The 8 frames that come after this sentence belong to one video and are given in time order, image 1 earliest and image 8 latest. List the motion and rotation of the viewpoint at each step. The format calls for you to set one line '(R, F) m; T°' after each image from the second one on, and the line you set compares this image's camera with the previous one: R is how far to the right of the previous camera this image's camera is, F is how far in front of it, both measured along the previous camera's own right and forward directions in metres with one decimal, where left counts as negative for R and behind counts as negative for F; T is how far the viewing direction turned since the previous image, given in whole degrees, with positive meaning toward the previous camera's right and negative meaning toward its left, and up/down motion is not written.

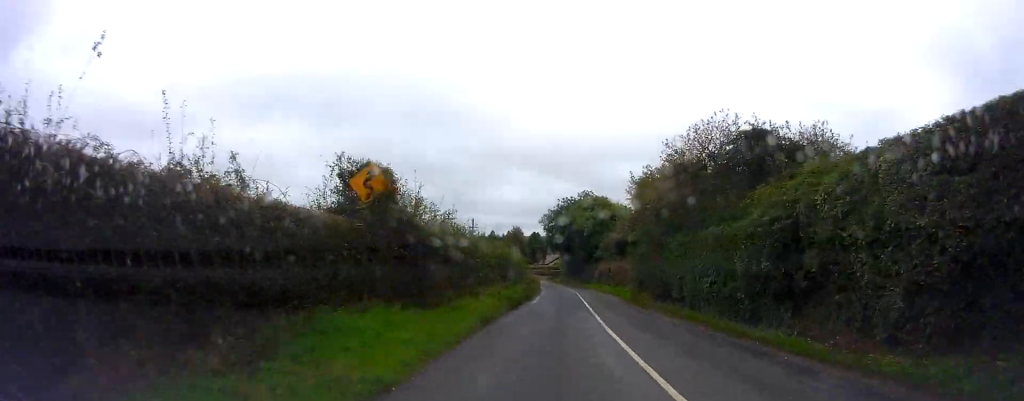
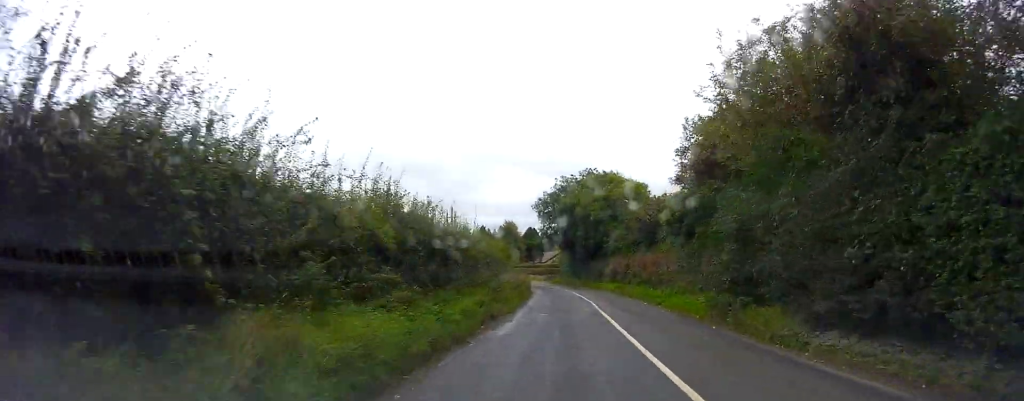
(0.0, +15.4) m; 0°
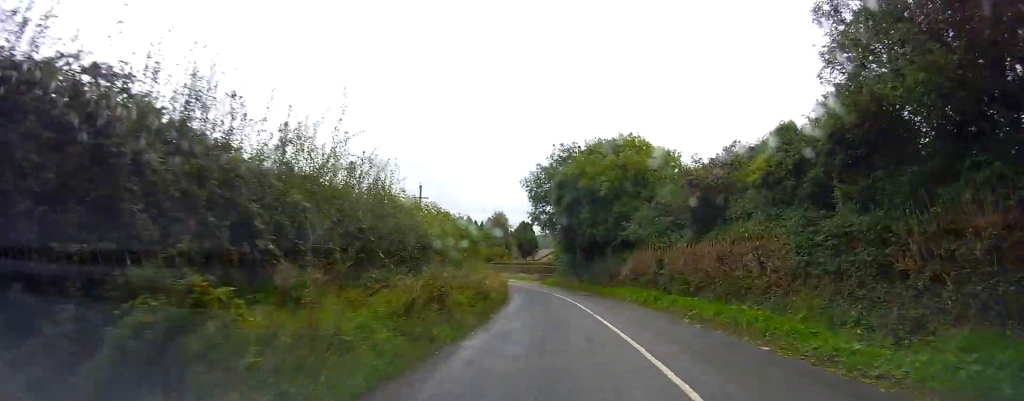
(0.0, +15.0) m; 0°
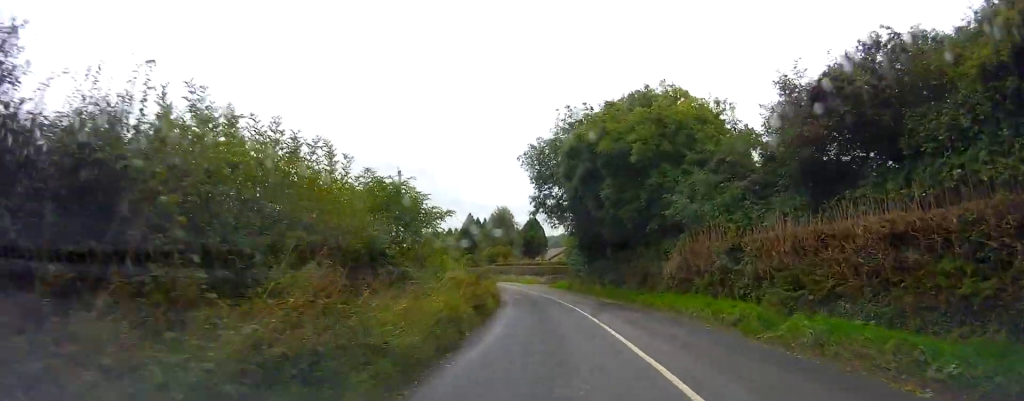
(0.0, +10.7) m; 0°
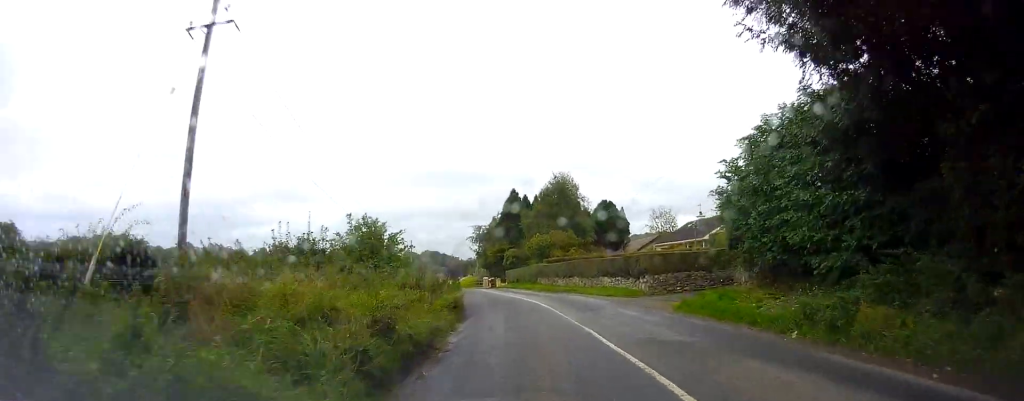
(-2.4, +33.8) m; -8°
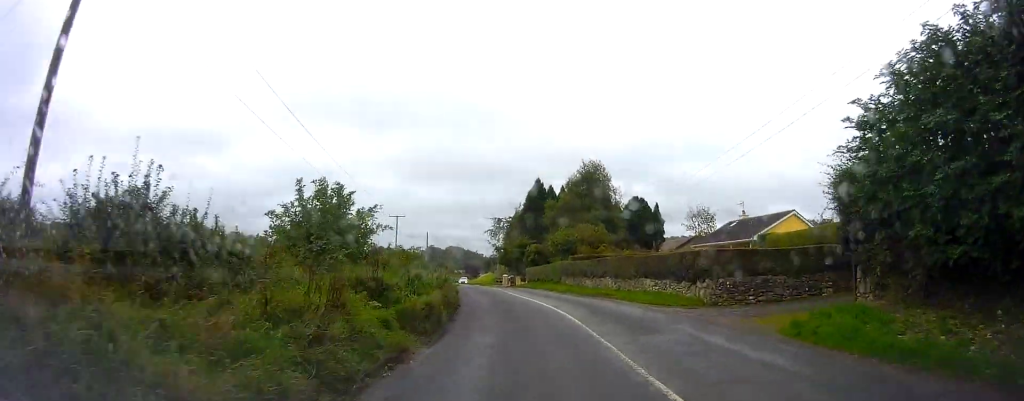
(-0.2, +6.3) m; -1°
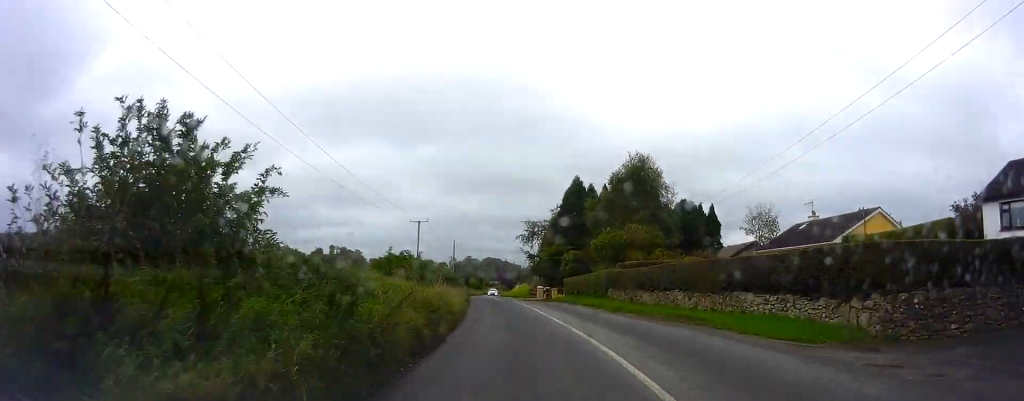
(+0.2, +7.8) m; -4°
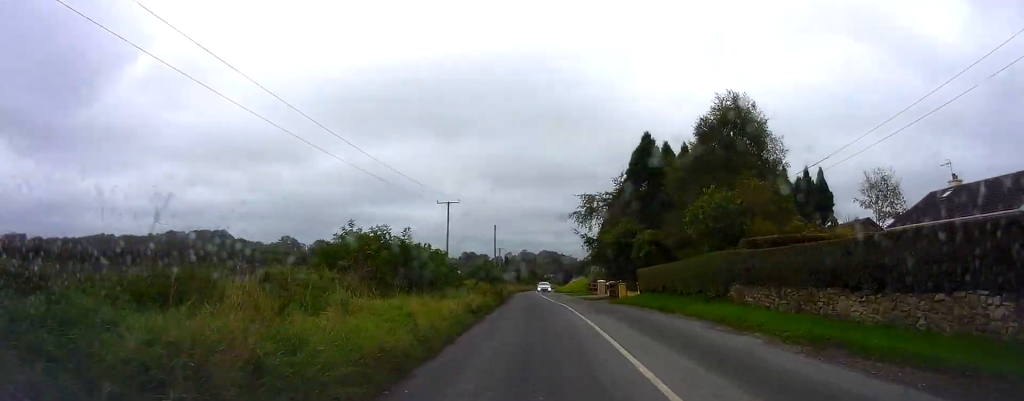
(-0.8, +12.9) m; -6°
